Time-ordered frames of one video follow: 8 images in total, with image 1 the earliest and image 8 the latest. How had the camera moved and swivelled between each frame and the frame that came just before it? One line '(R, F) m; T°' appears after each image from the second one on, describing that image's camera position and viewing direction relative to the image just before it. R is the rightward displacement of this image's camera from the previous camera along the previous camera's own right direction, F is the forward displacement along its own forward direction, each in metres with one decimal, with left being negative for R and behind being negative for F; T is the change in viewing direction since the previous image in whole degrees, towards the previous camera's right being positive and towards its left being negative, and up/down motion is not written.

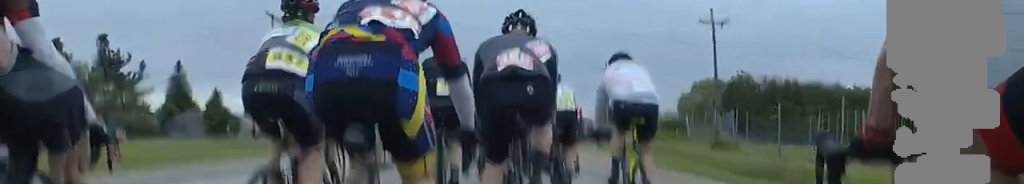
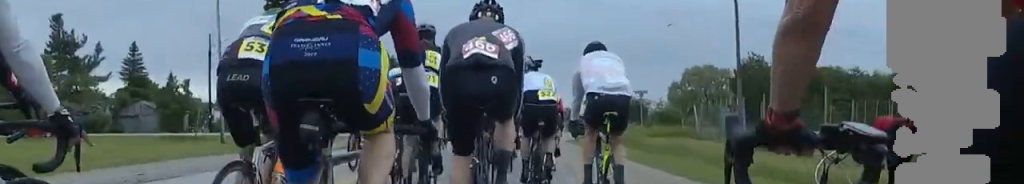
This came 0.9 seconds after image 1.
(-0.1, +6.8) m; +3°
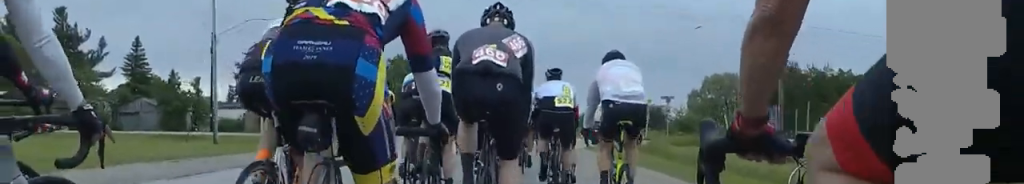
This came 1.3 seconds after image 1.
(-0.1, +3.3) m; +3°
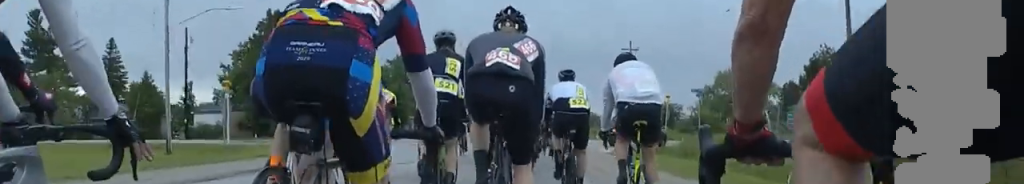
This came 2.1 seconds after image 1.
(+0.6, +6.1) m; 0°
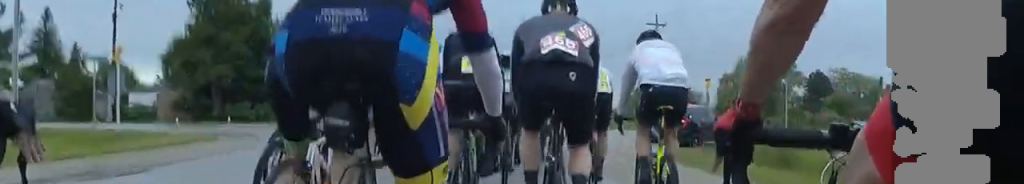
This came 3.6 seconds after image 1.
(-0.4, +11.1) m; 0°
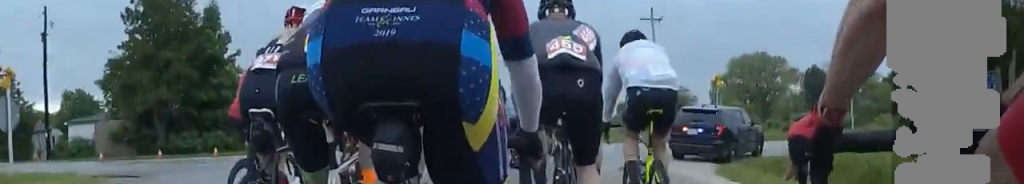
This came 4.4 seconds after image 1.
(+0.5, +5.5) m; -1°
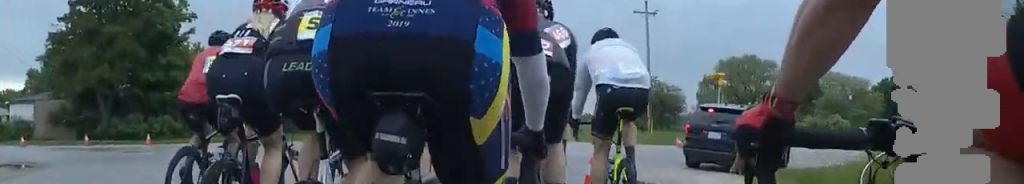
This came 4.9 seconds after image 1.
(-0.5, +3.8) m; +1°
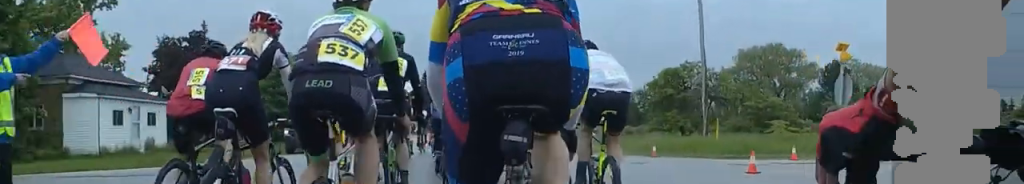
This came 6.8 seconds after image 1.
(+0.2, +14.3) m; 0°
